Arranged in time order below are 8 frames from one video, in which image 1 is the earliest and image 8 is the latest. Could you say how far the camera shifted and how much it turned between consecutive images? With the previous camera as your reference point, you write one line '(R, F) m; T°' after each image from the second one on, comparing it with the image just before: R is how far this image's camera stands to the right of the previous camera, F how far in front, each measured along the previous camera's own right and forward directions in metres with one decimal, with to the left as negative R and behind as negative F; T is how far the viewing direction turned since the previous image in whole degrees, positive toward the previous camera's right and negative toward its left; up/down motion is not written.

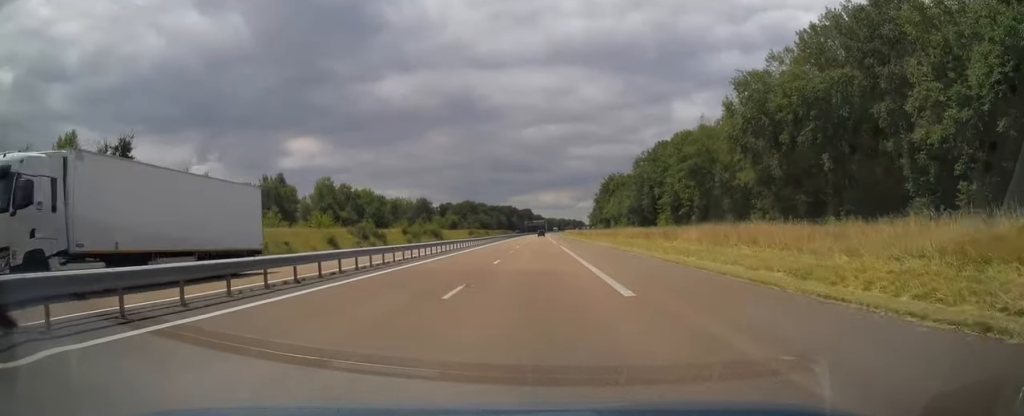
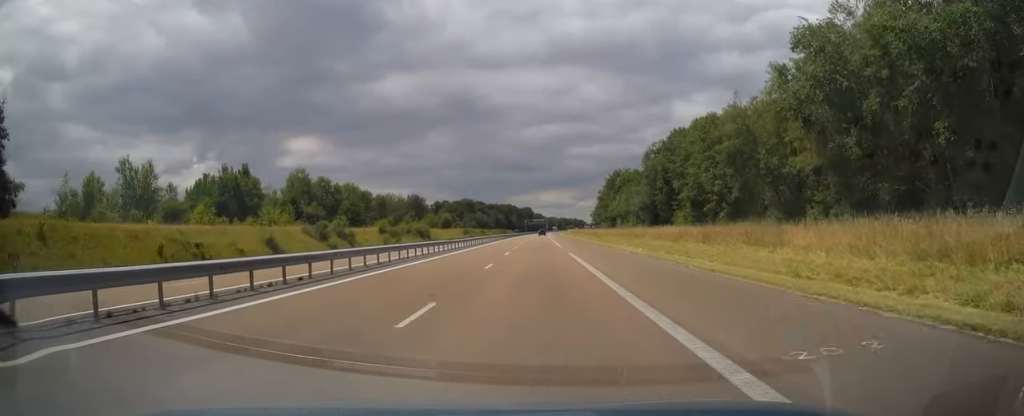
(0.0, +16.7) m; 0°
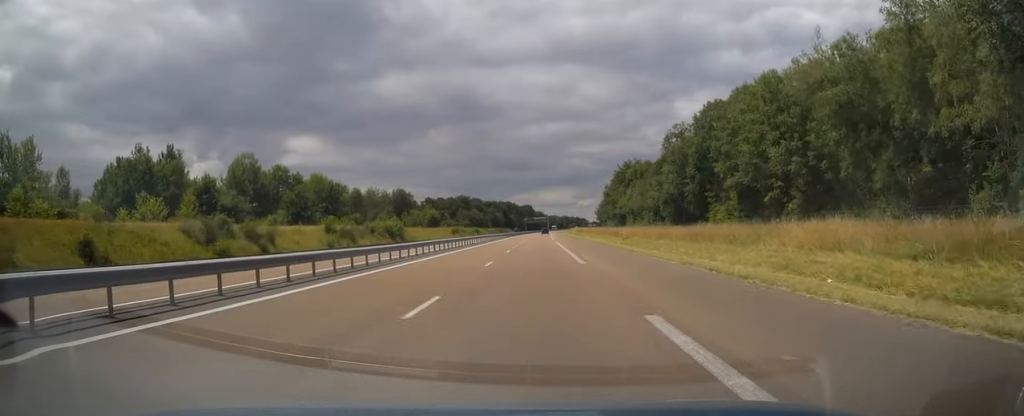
(0.0, +25.5) m; 0°
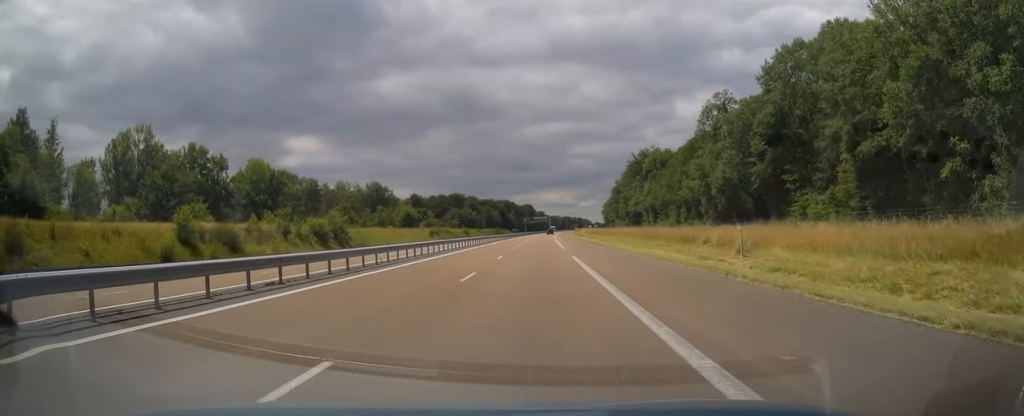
(-0.1, +32.4) m; 0°
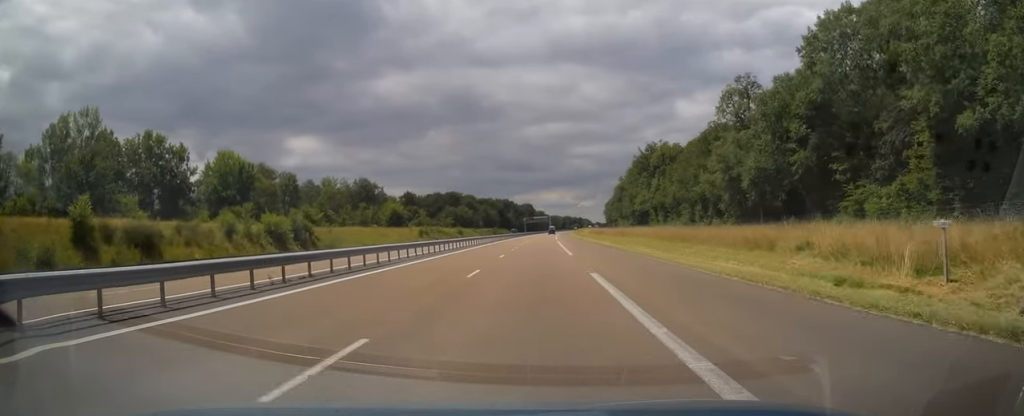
(0.0, +11.8) m; 0°
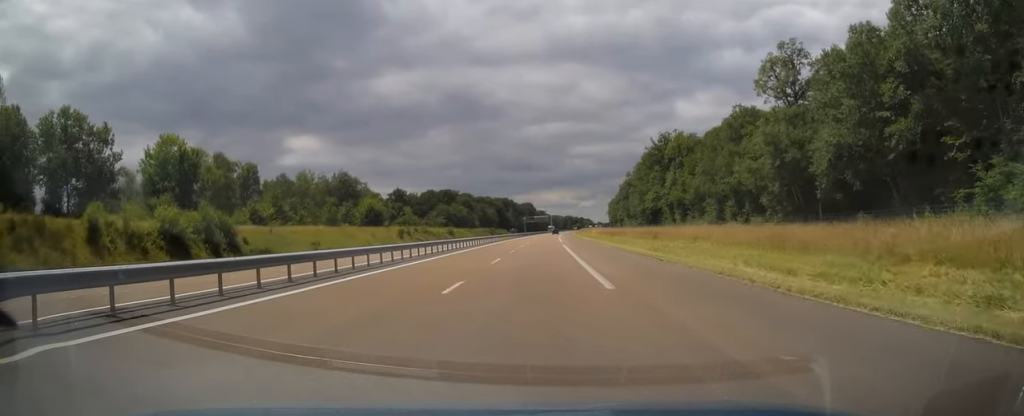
(-0.2, +17.7) m; 0°
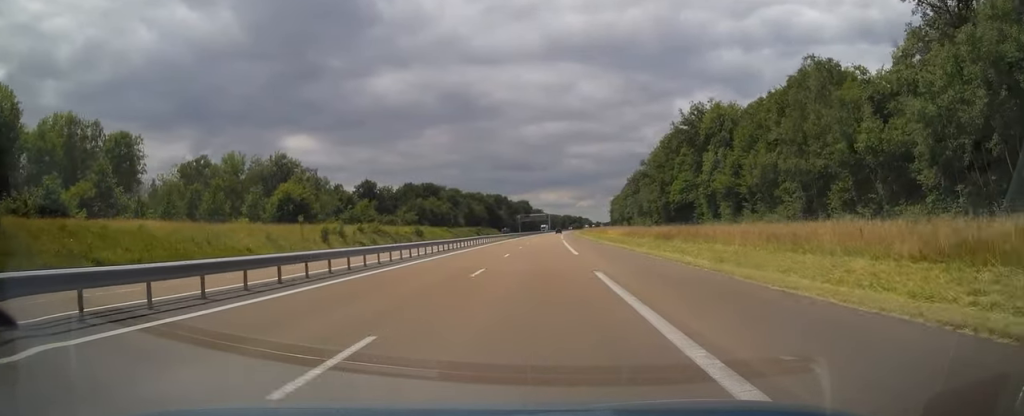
(0.0, +34.8) m; 0°
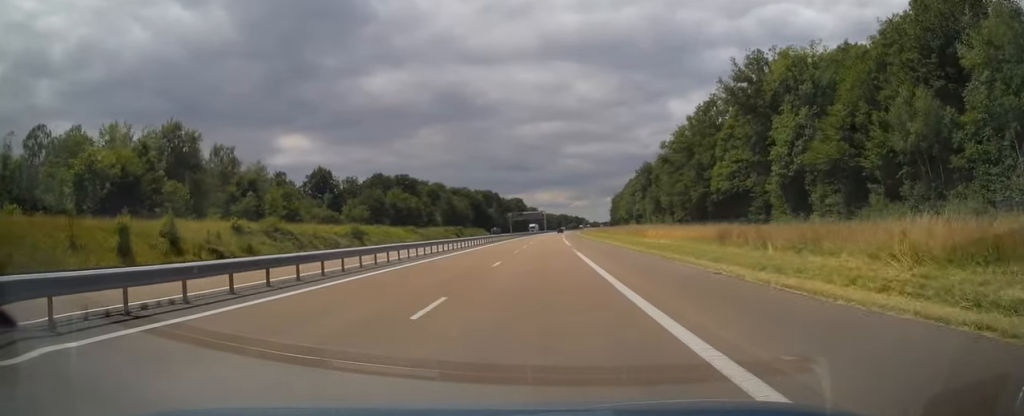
(+0.2, +34.7) m; 0°
